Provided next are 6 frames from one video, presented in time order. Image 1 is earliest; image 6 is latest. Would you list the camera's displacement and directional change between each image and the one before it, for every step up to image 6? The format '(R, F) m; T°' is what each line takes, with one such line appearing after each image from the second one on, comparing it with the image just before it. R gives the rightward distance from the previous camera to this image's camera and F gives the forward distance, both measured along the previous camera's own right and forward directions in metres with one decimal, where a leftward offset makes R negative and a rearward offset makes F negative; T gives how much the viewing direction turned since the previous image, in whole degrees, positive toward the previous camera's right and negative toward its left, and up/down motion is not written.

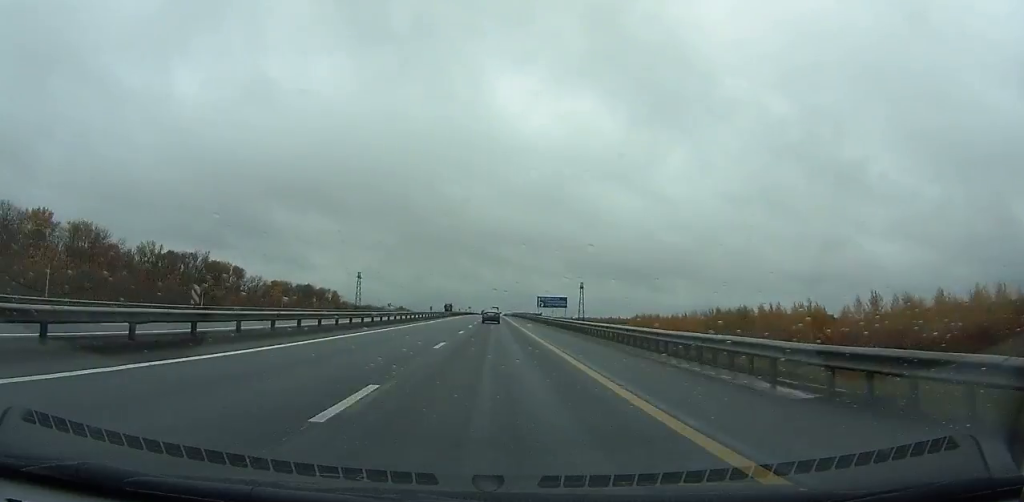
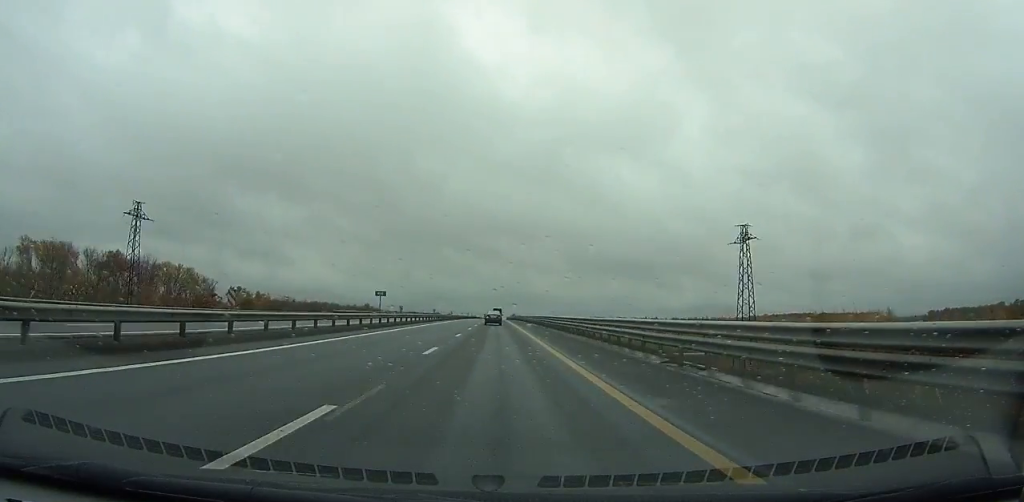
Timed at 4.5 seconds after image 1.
(+0.2, +147.9) m; 0°
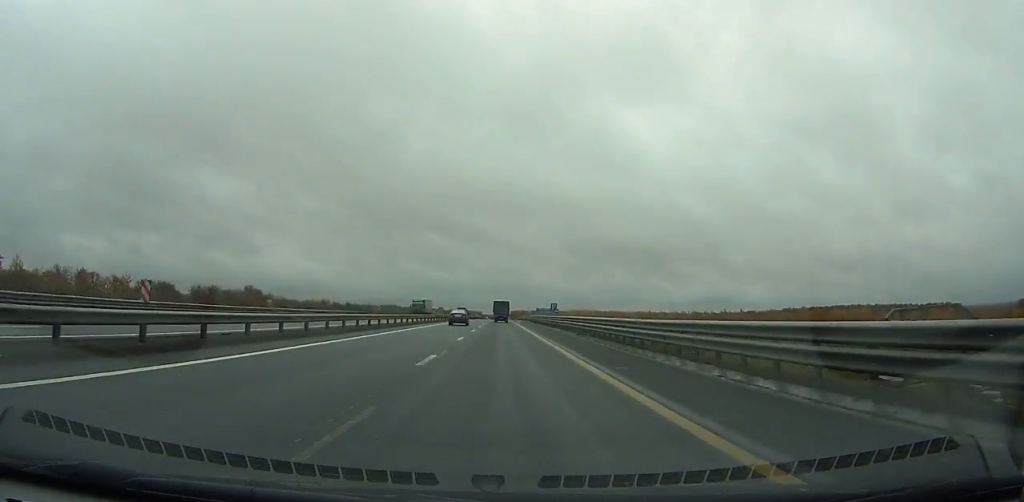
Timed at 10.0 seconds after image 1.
(-0.8, +184.7) m; -1°
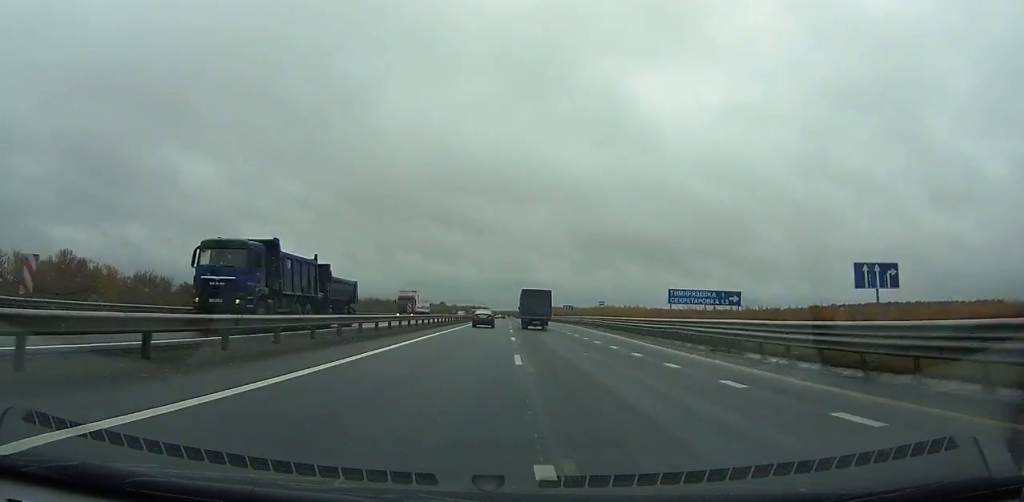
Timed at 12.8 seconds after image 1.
(-0.5, +94.7) m; 0°
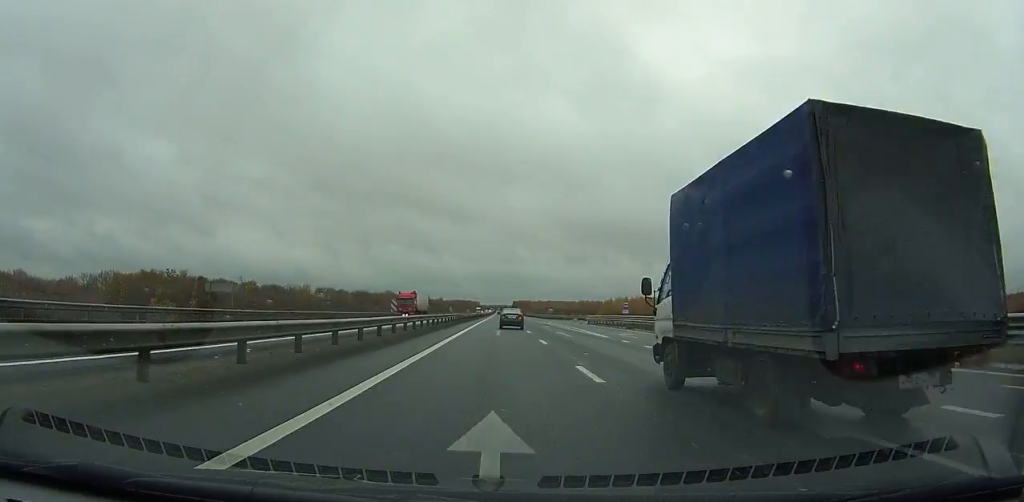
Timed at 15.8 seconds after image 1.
(-0.3, +100.6) m; 0°
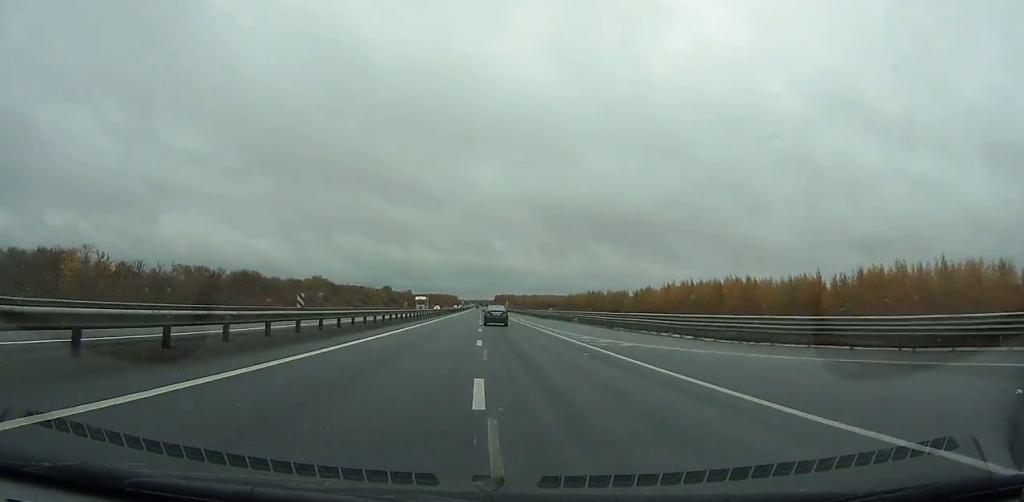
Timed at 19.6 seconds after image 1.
(+1.9, +124.0) m; +1°
